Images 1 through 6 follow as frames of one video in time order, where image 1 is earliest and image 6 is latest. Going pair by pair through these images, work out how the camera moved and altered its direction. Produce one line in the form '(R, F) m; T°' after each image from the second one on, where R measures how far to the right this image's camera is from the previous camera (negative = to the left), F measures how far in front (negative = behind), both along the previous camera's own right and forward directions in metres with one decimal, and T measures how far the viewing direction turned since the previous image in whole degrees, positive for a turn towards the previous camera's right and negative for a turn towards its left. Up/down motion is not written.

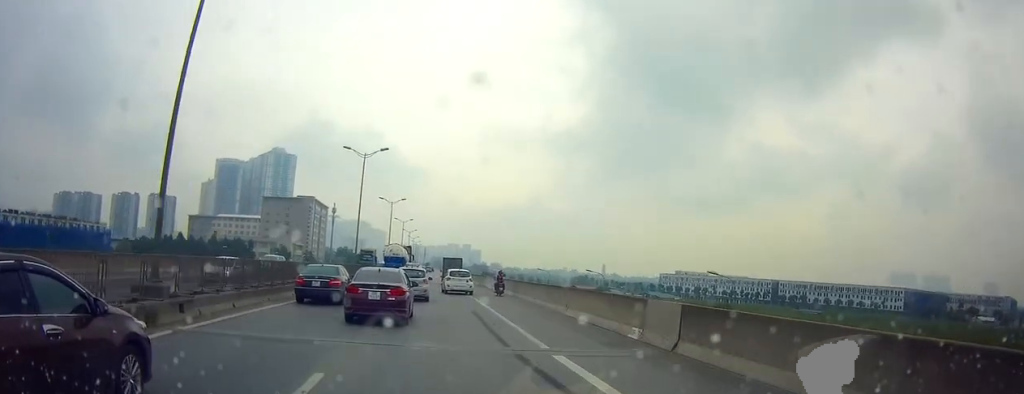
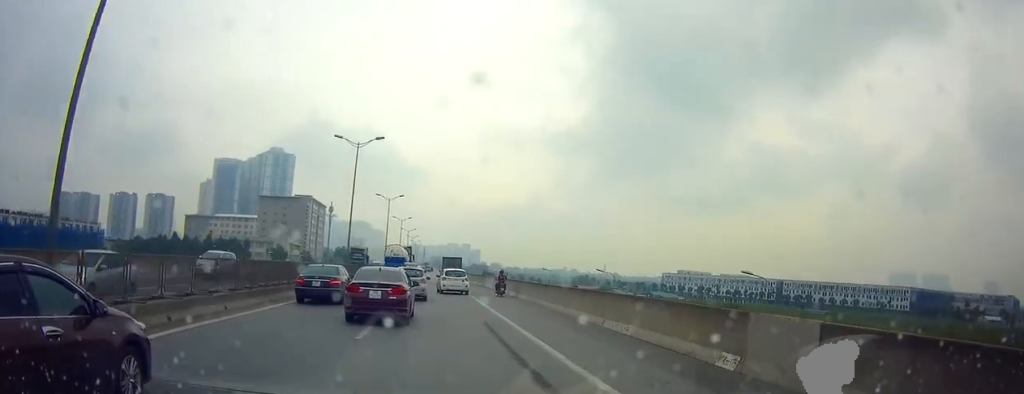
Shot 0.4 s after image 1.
(0.0, +4.9) m; 0°
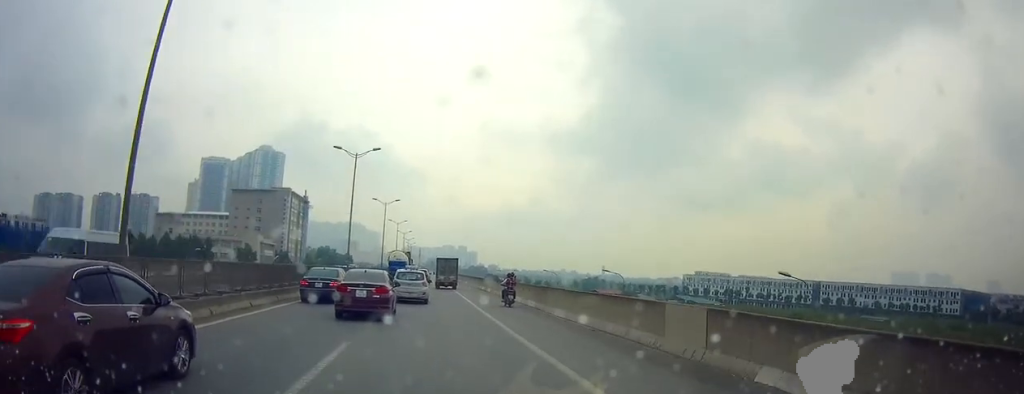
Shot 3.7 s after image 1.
(+0.5, +37.0) m; +3°
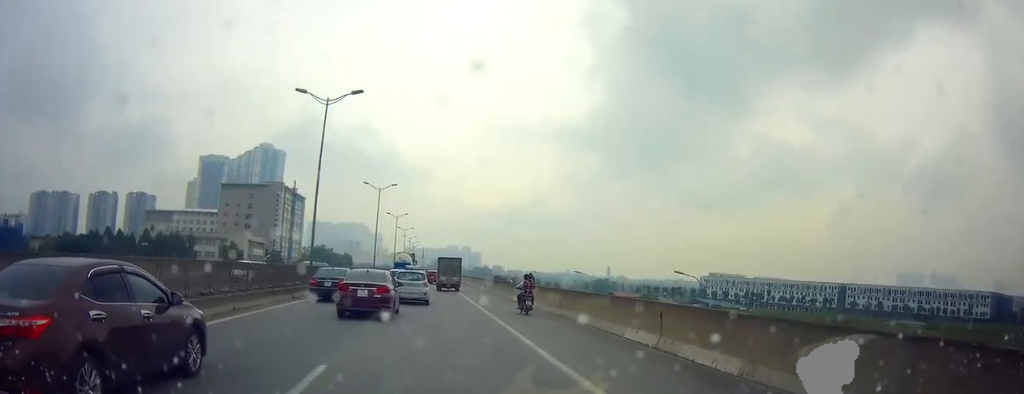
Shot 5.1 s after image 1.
(+0.2, +17.6) m; +1°
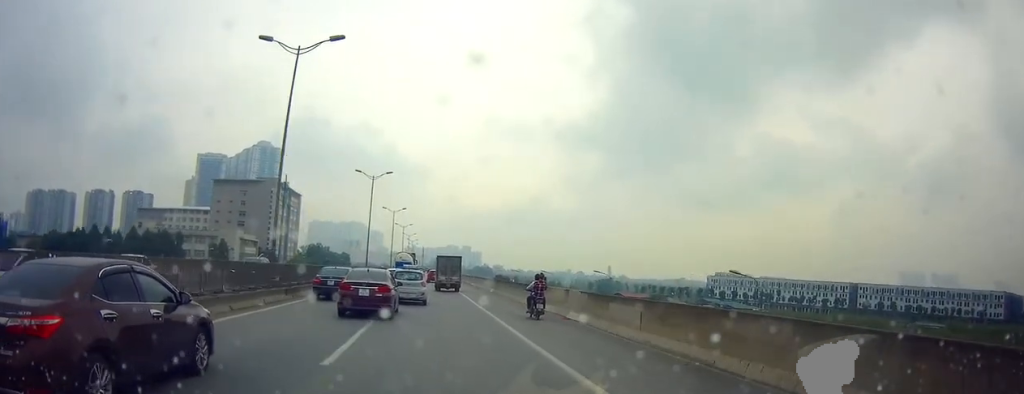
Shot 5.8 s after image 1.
(0.0, +8.8) m; 0°
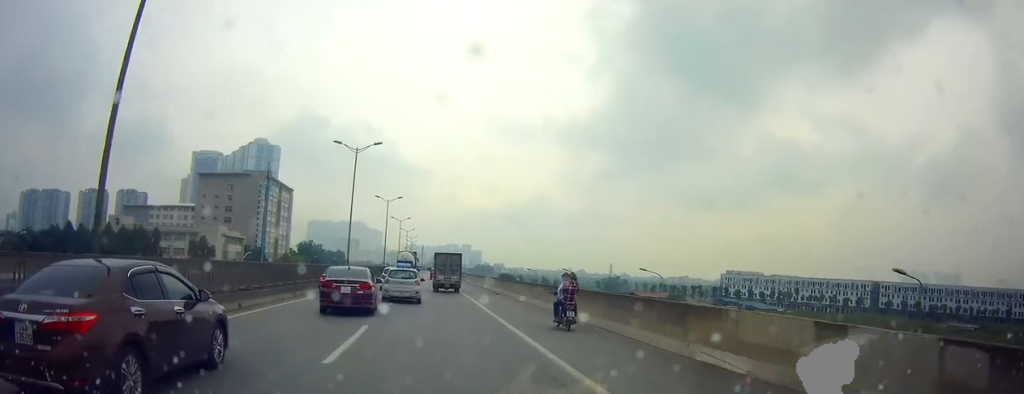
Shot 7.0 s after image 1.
(-0.4, +15.0) m; -3°
